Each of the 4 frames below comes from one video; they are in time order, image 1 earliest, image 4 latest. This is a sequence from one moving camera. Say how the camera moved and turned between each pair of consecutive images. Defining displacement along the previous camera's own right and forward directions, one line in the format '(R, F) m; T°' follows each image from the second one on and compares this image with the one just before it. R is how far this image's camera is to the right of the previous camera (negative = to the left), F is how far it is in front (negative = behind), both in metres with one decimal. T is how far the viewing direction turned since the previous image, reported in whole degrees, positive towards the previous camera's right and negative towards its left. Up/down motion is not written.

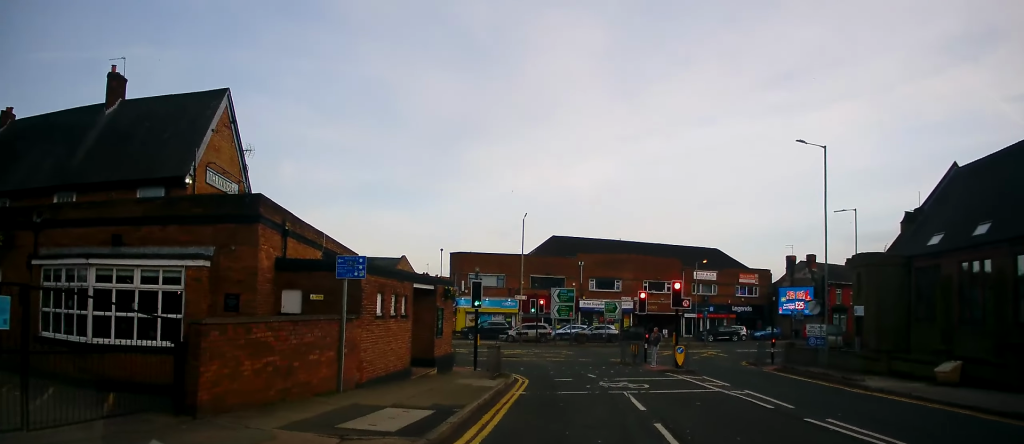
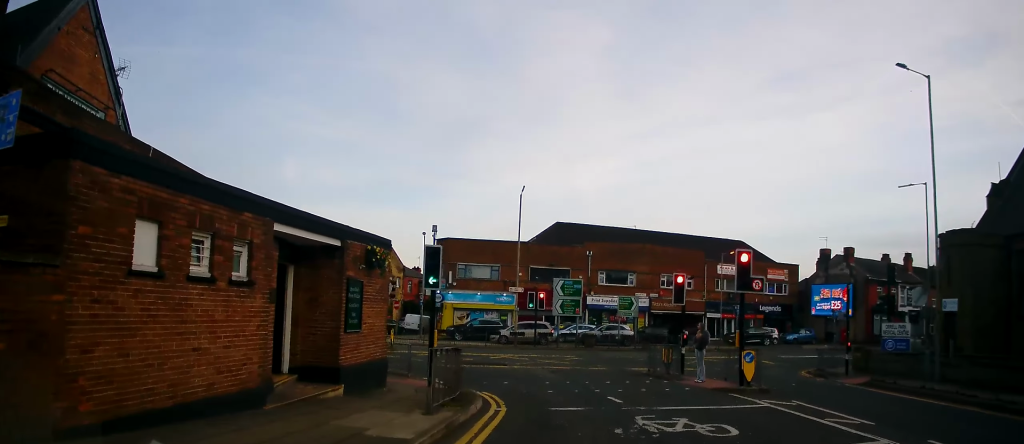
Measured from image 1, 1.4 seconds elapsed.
(0.0, +9.8) m; 0°
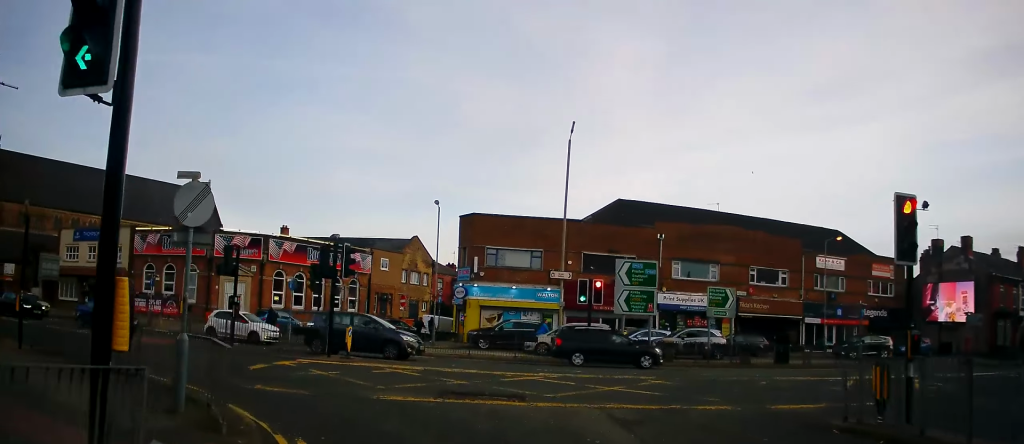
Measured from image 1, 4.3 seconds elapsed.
(-0.4, +12.9) m; -7°
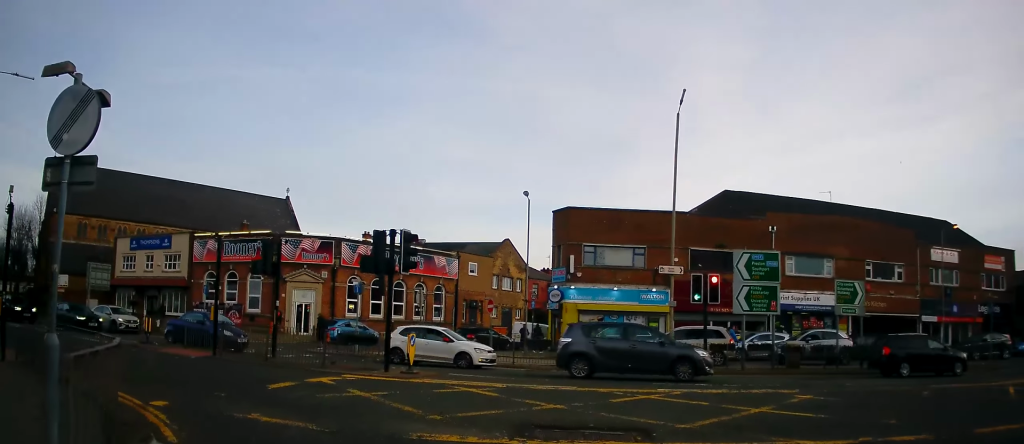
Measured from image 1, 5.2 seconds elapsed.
(-0.1, +4.0) m; -10°
